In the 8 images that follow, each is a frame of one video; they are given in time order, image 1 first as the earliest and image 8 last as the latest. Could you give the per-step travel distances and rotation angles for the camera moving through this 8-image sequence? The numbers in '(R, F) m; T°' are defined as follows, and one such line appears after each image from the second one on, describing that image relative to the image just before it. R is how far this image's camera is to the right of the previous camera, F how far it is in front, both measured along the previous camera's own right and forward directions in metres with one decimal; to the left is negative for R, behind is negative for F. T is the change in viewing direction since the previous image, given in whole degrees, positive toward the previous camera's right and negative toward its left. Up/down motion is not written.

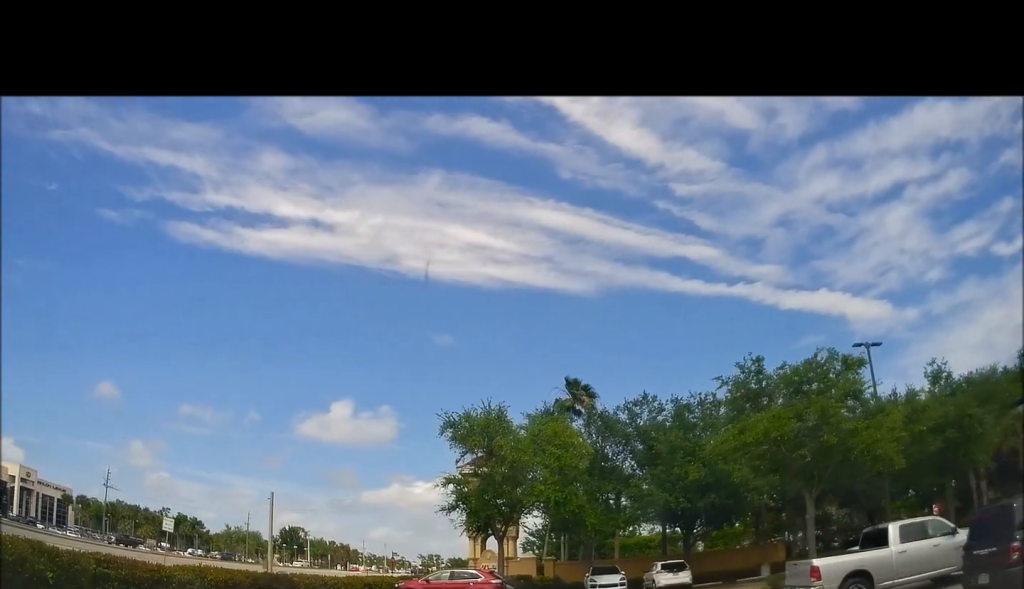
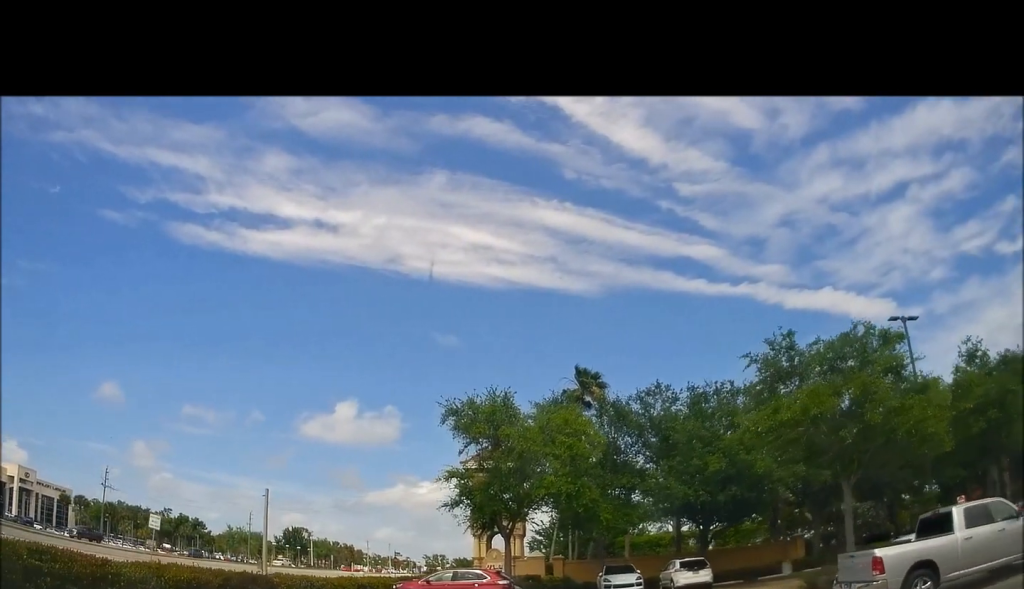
(+0.1, +2.4) m; 0°
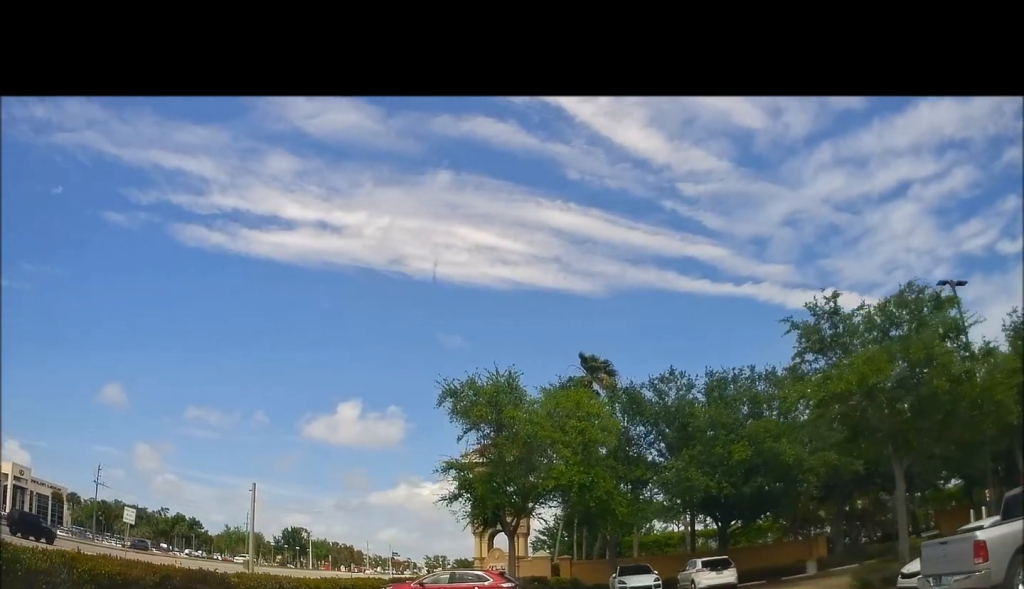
(-0.1, +3.4) m; -5°
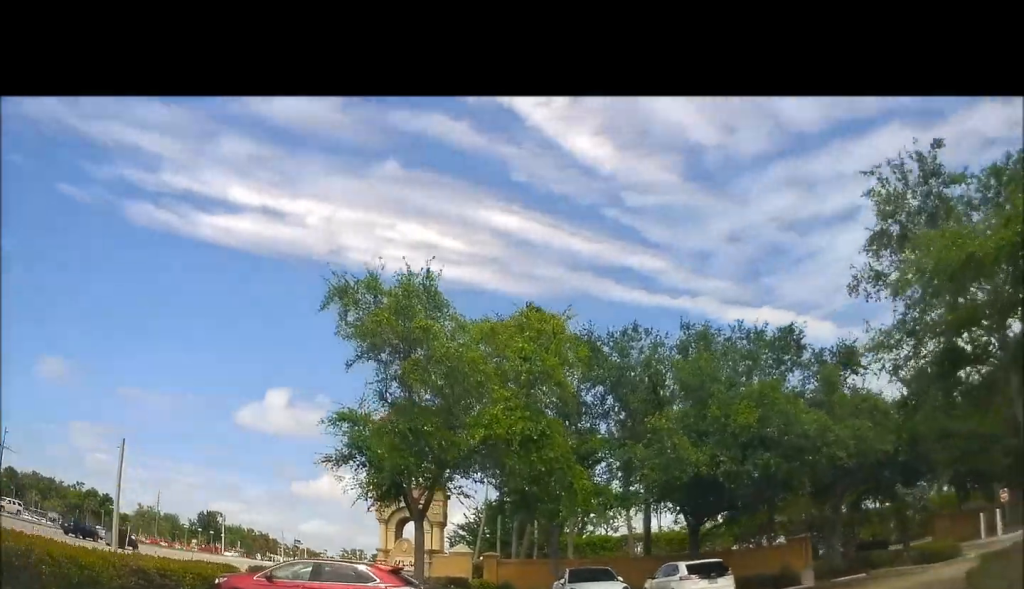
(-0.9, +5.1) m; -2°
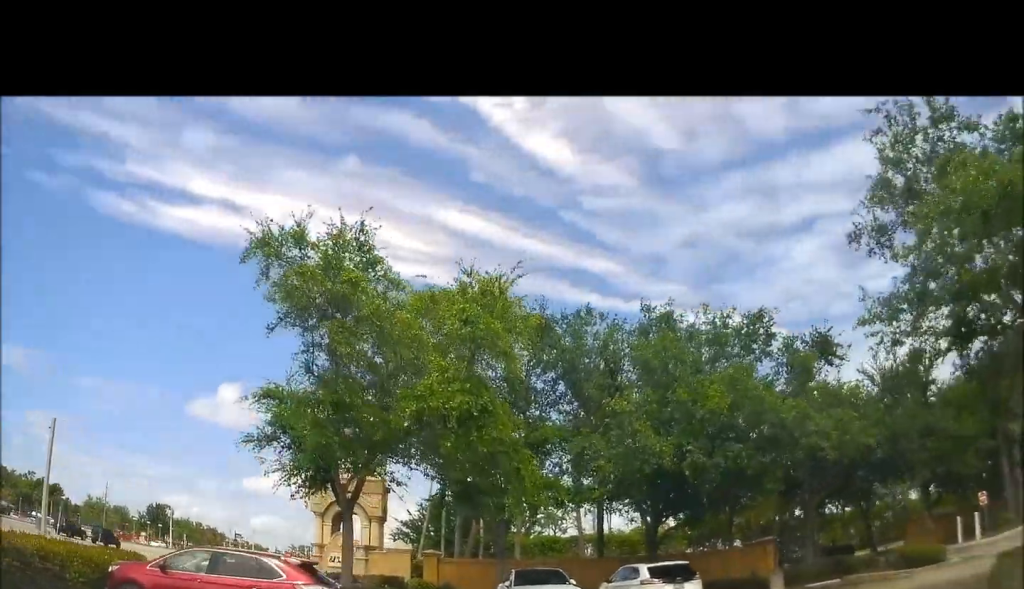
(+0.4, +1.8) m; +9°
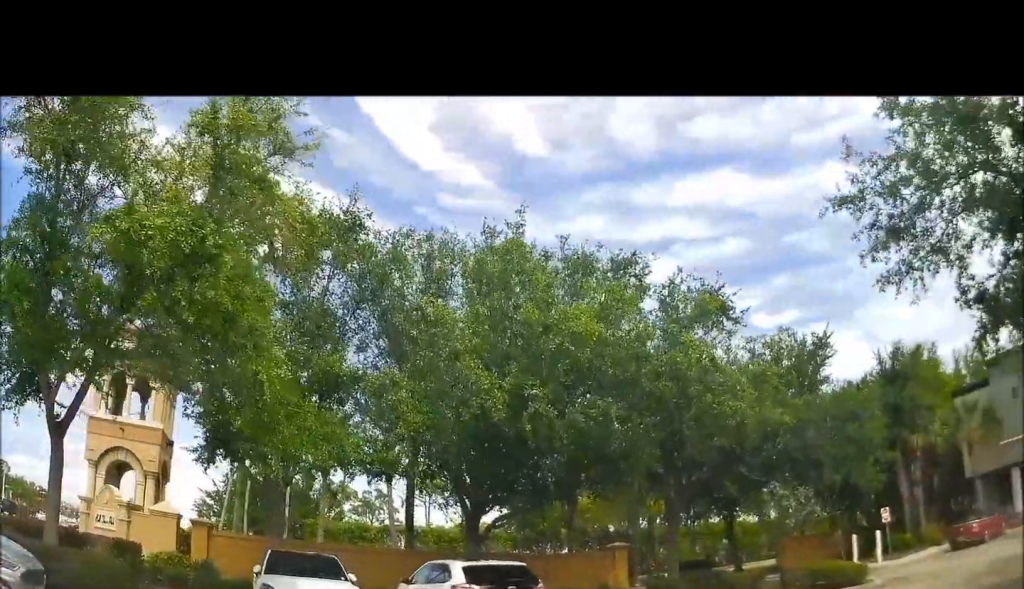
(+1.1, +5.8) m; +21°
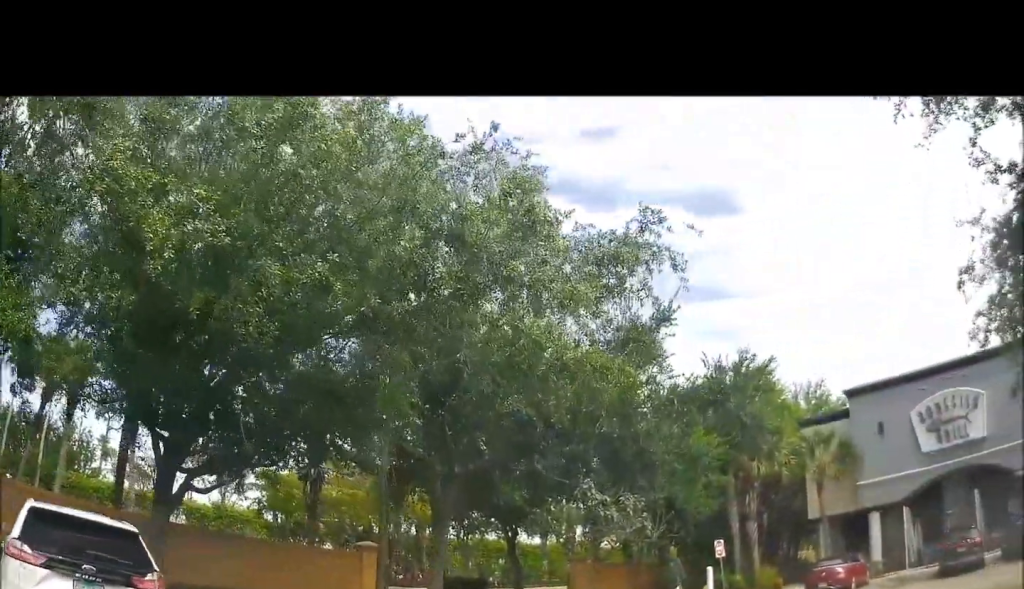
(+0.9, +5.8) m; +13°
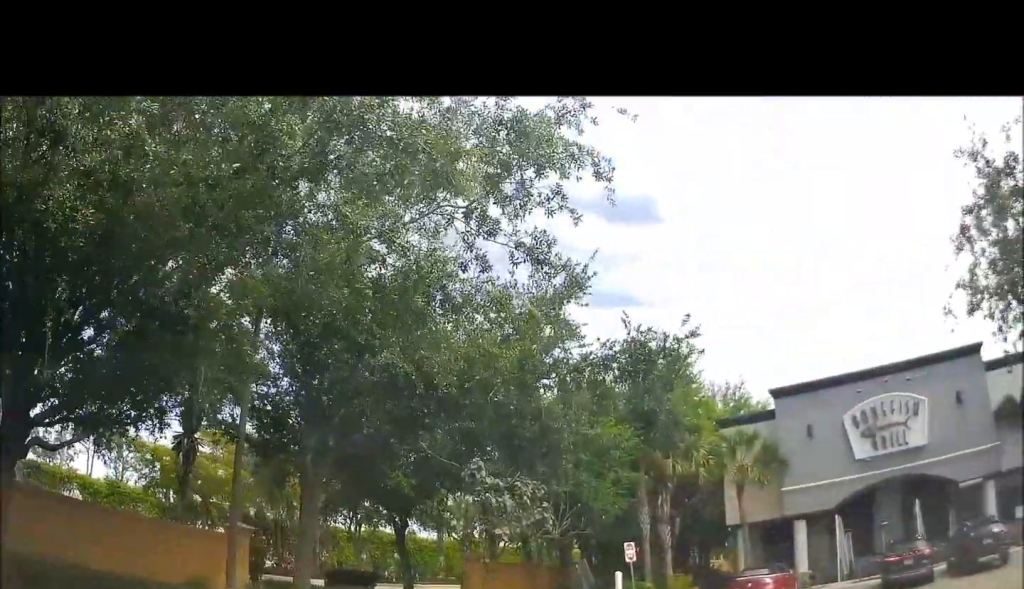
(-0.1, +2.1) m; +5°
